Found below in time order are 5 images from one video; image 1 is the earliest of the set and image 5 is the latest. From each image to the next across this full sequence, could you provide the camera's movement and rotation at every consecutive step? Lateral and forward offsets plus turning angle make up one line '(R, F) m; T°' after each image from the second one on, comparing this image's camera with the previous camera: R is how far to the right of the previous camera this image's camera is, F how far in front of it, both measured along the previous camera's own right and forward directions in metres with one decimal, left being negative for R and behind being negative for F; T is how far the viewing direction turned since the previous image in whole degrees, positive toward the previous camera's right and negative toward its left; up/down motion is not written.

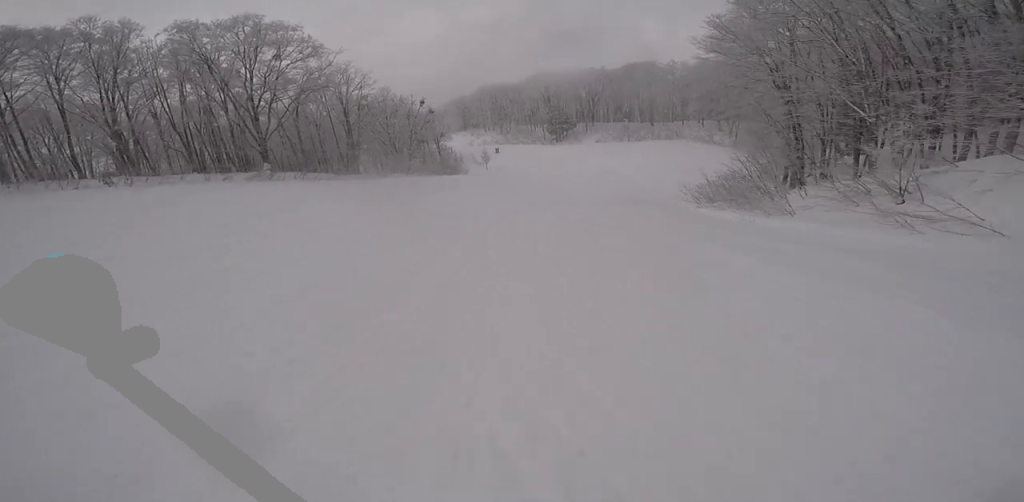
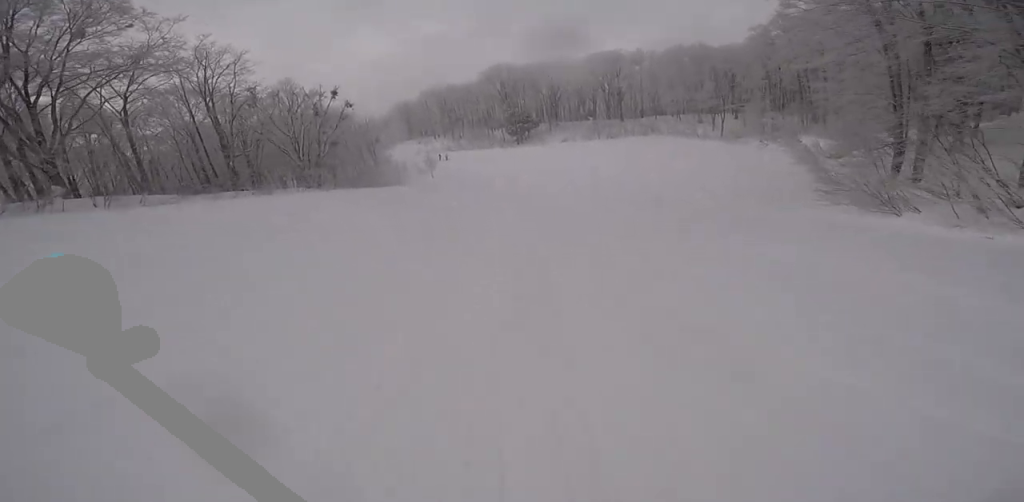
(+0.8, +17.0) m; +3°
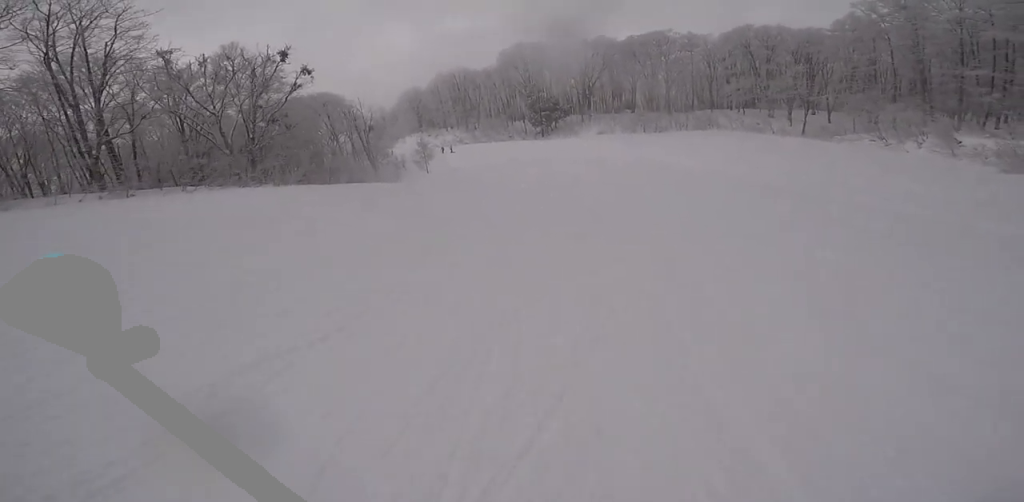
(0.0, +16.6) m; 0°
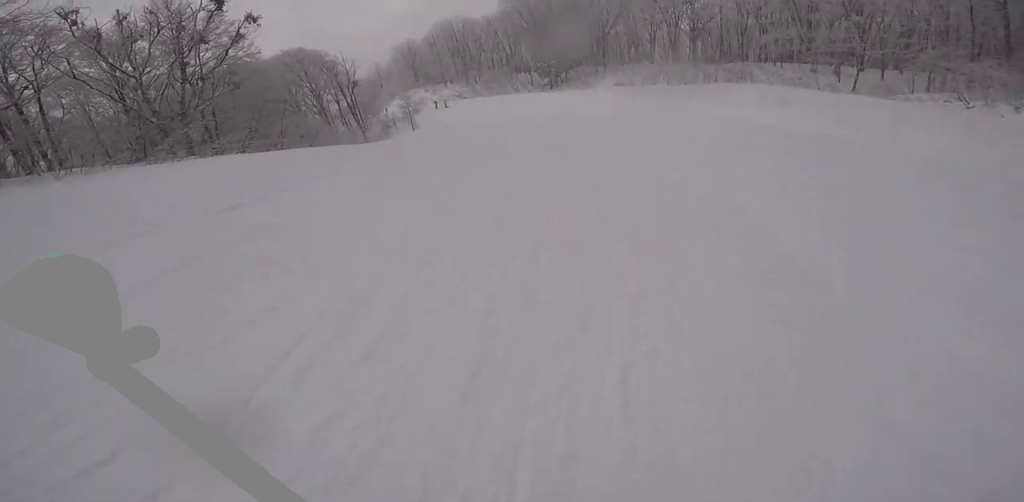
(0.0, +7.0) m; 0°
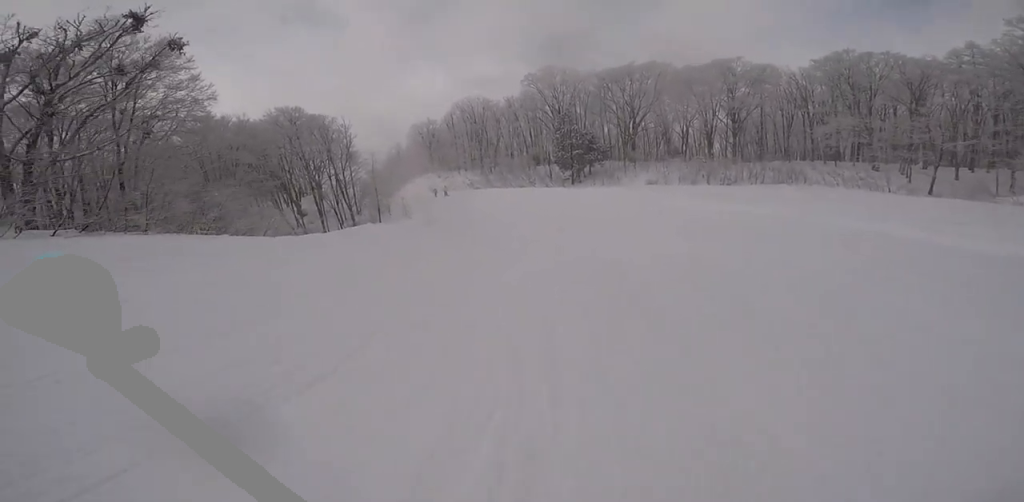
(0.0, +12.1) m; 0°
